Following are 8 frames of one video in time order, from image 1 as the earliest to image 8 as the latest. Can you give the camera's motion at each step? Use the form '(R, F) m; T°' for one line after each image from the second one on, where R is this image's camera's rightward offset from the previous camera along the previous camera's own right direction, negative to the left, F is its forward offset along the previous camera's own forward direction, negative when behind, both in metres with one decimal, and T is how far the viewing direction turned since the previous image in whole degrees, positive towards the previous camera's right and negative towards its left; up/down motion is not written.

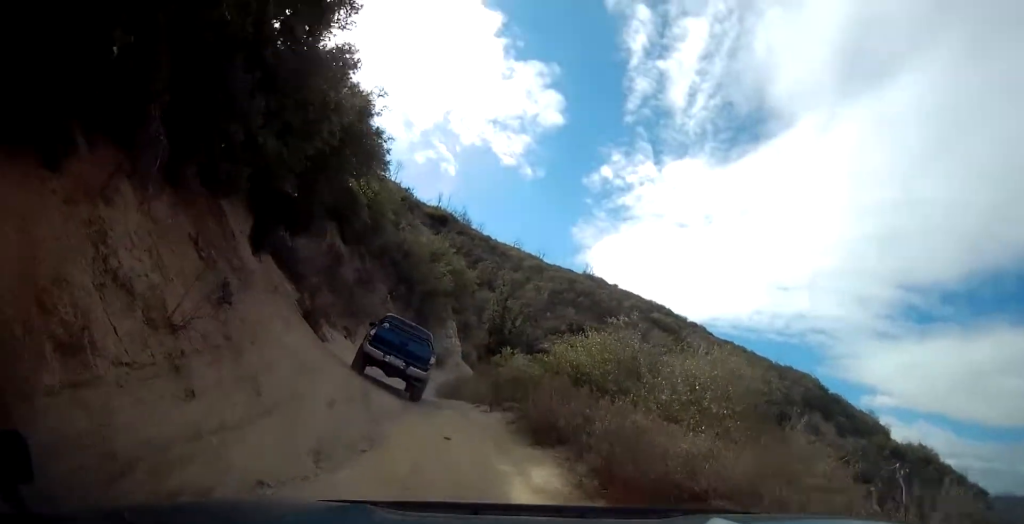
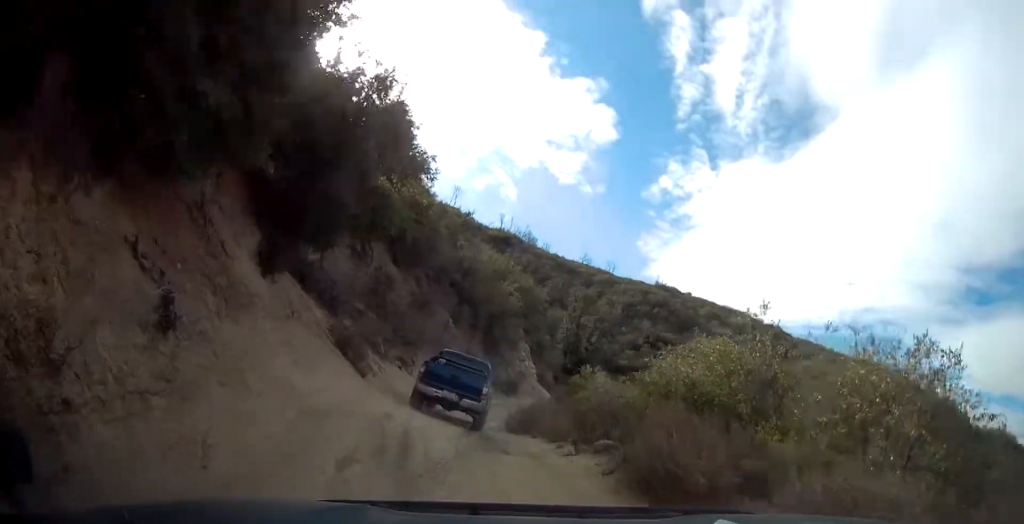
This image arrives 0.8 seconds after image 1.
(-0.3, +3.1) m; -7°
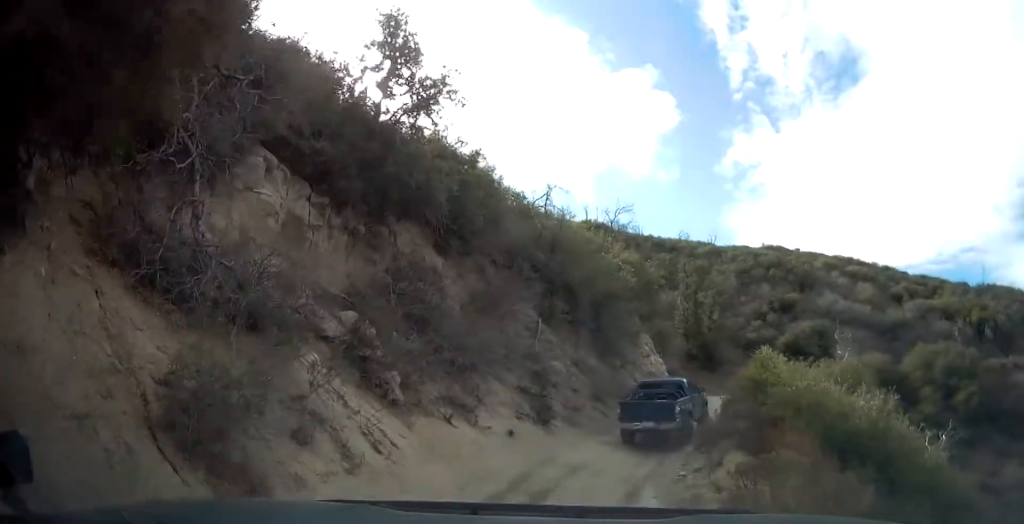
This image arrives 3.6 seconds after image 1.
(-0.8, +10.6) m; -12°
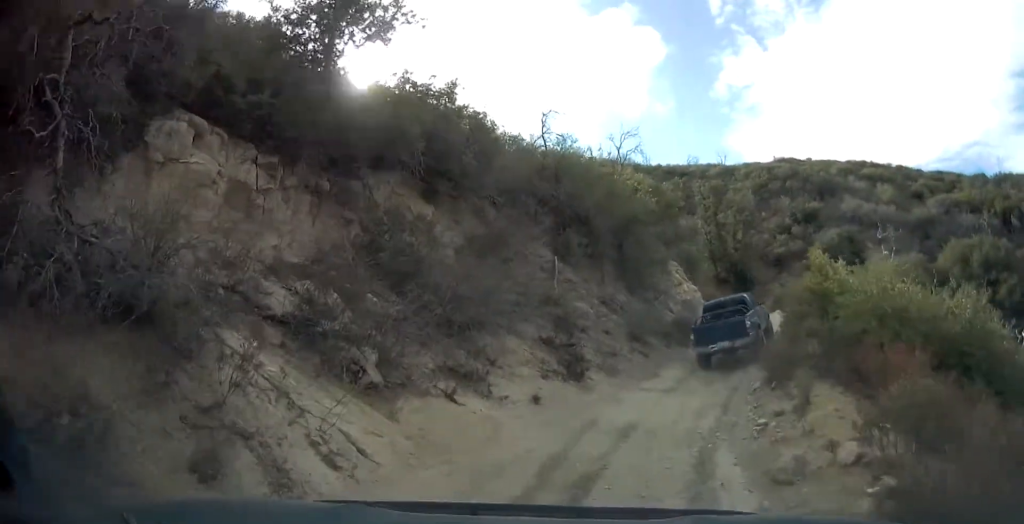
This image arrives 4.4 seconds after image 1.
(-0.2, +2.8) m; 0°
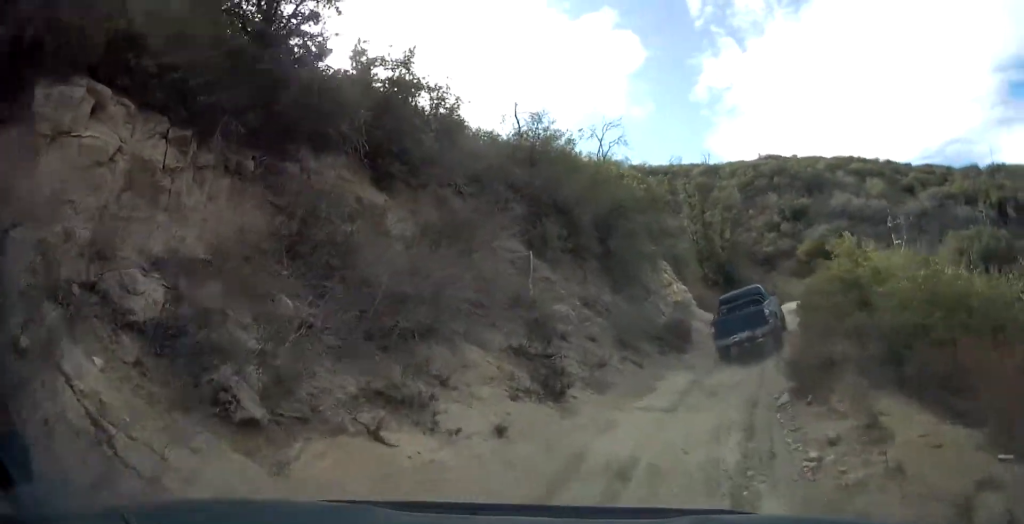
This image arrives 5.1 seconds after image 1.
(+0.1, +2.6) m; +3°
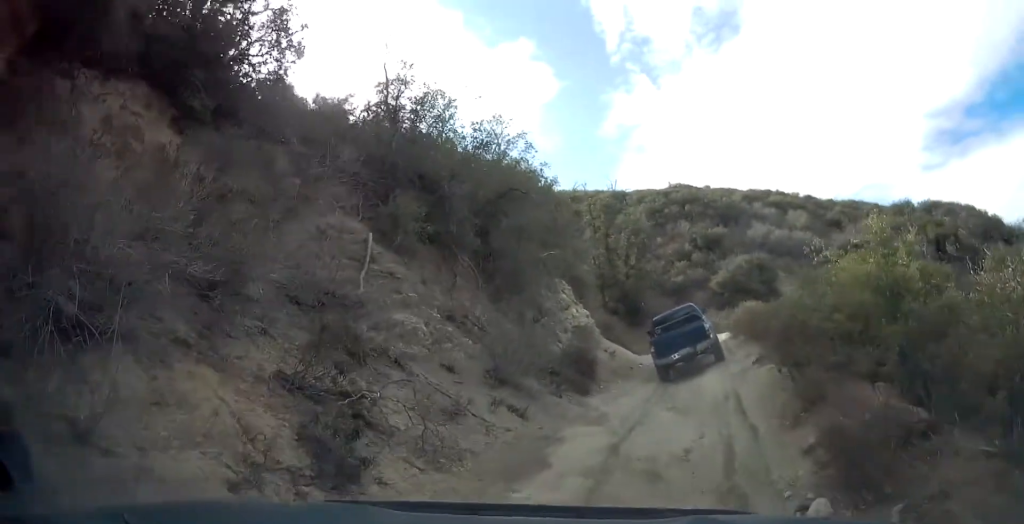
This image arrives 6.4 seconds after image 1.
(+0.3, +5.0) m; +6°
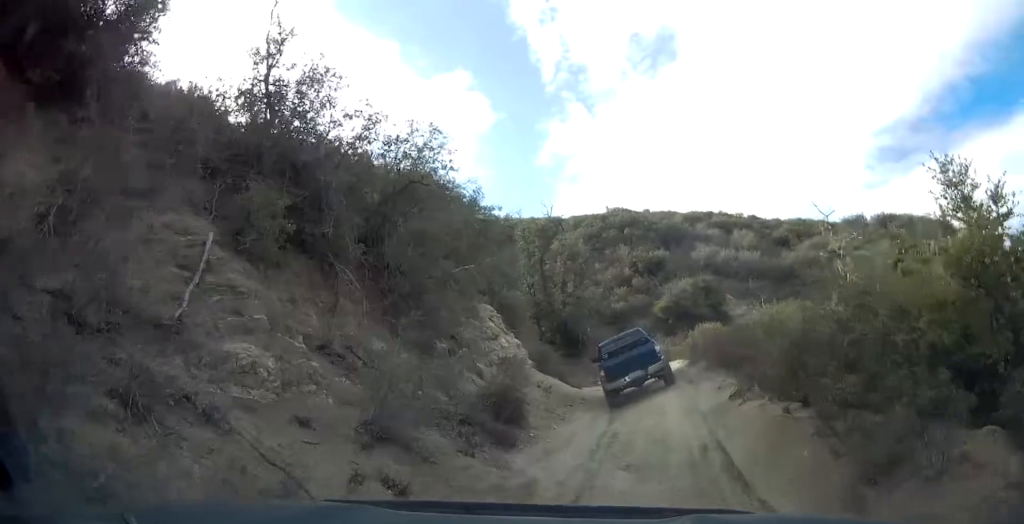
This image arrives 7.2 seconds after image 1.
(+0.1, +3.2) m; +3°
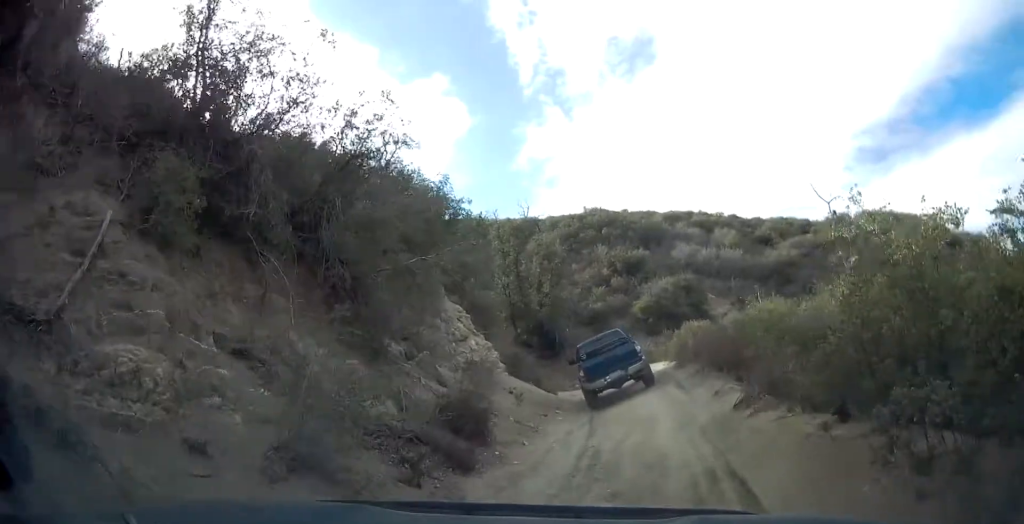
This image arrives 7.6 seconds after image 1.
(0.0, +1.8) m; +2°
